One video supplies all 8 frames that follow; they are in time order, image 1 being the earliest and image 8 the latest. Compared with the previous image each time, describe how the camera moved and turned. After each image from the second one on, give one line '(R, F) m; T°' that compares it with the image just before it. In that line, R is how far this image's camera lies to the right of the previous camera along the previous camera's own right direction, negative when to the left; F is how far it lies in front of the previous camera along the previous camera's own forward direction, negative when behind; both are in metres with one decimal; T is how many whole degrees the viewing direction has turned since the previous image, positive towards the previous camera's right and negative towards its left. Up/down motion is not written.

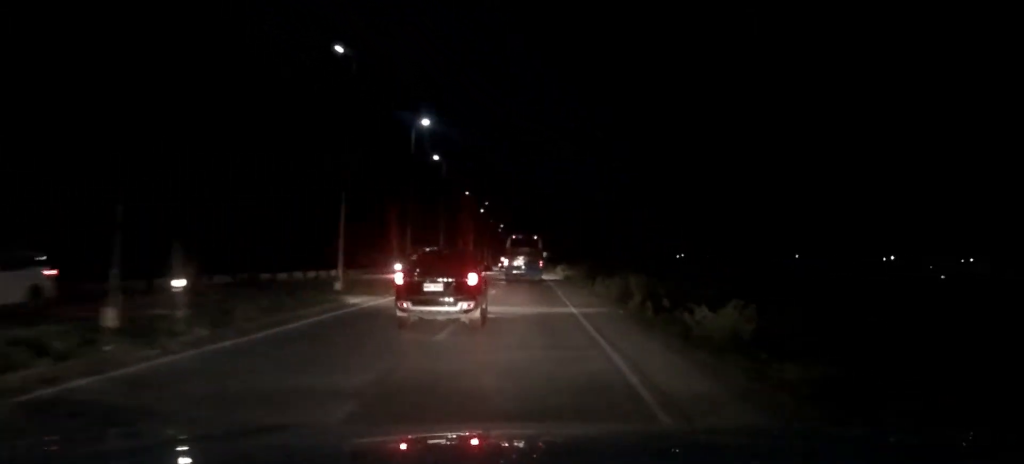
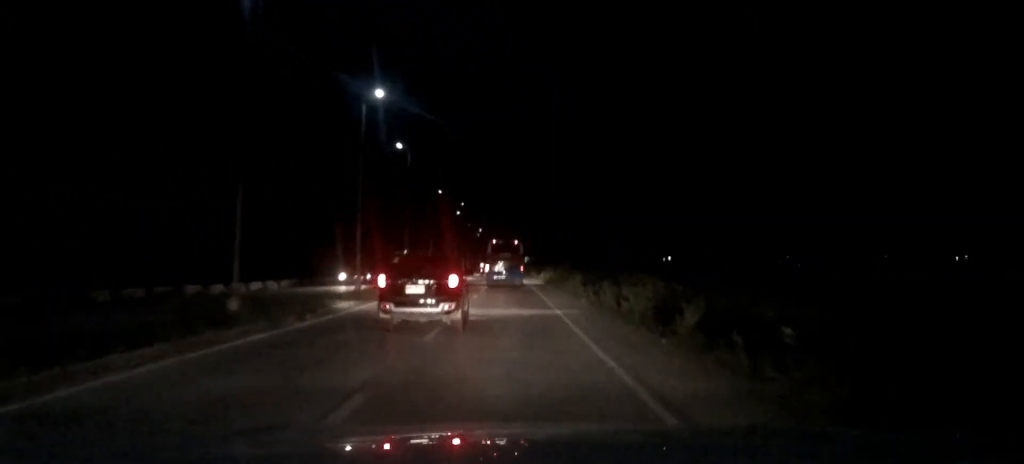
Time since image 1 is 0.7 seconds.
(+0.1, +8.8) m; +1°
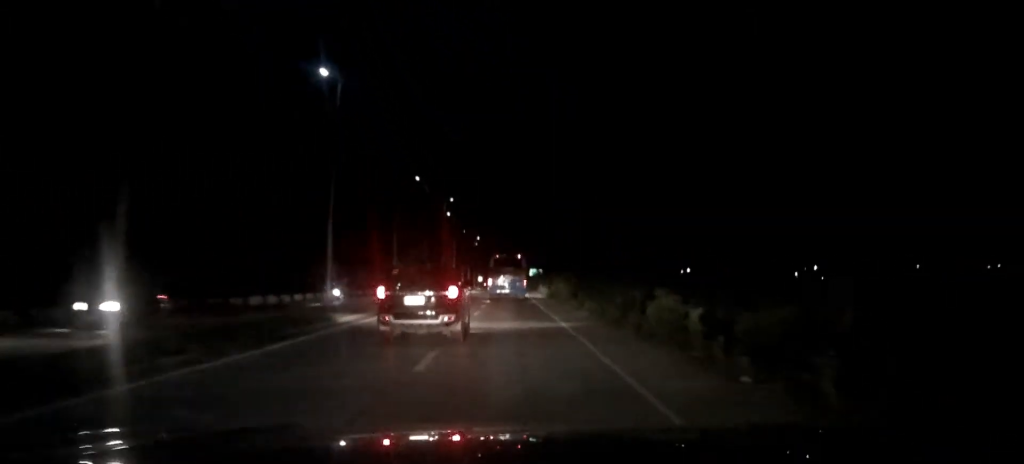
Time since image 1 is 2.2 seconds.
(+0.1, +21.0) m; 0°
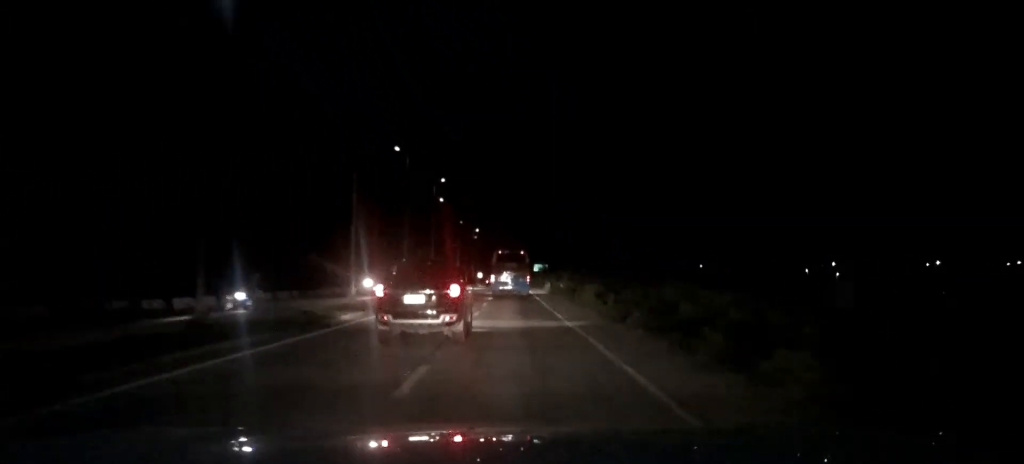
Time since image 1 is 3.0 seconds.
(0.0, +11.6) m; 0°
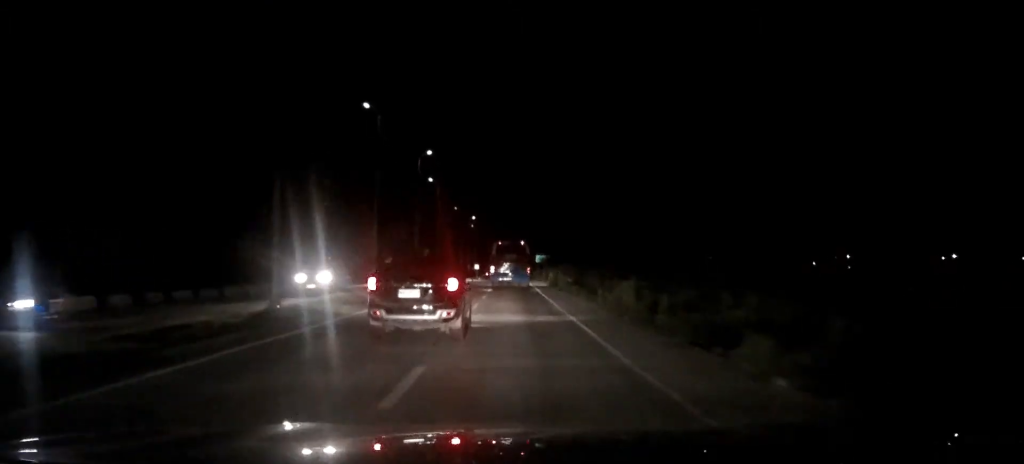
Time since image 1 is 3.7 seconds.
(0.0, +9.9) m; 0°
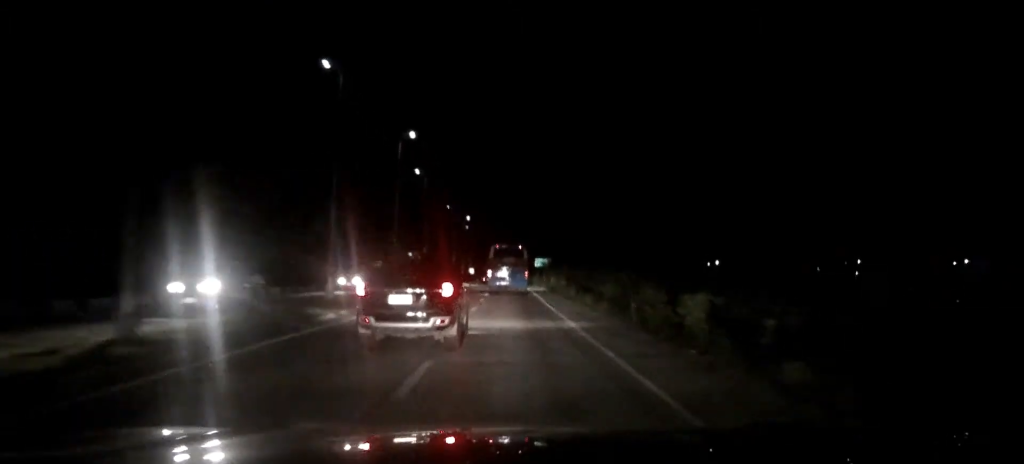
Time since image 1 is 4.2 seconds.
(0.0, +8.0) m; 0°
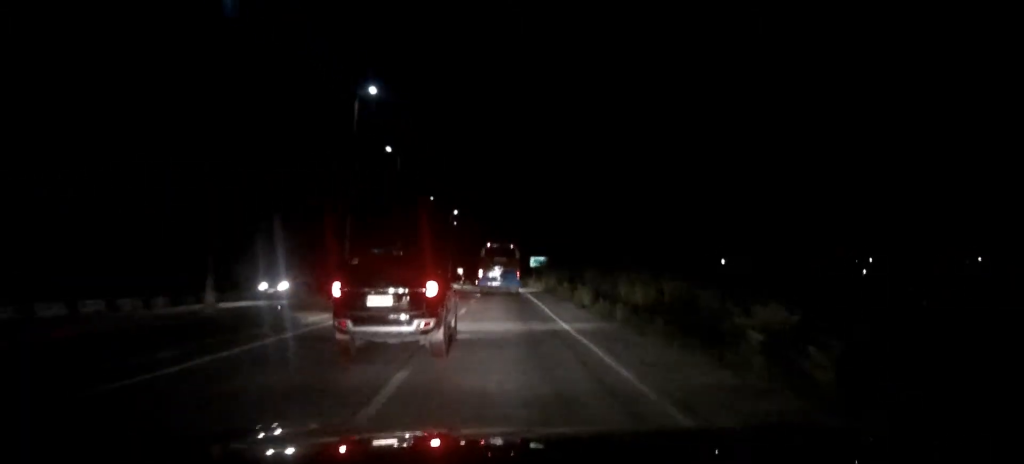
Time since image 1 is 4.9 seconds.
(0.0, +10.5) m; 0°
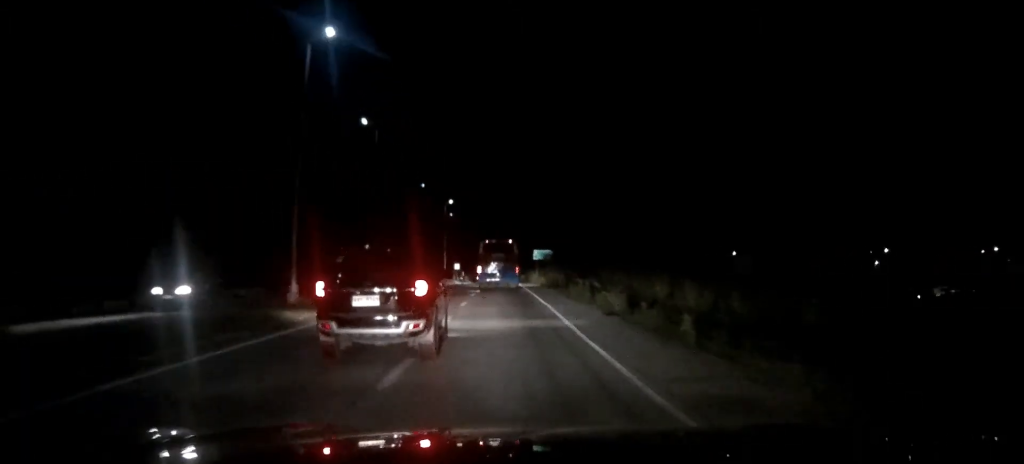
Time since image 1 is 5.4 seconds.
(0.0, +7.9) m; 0°
